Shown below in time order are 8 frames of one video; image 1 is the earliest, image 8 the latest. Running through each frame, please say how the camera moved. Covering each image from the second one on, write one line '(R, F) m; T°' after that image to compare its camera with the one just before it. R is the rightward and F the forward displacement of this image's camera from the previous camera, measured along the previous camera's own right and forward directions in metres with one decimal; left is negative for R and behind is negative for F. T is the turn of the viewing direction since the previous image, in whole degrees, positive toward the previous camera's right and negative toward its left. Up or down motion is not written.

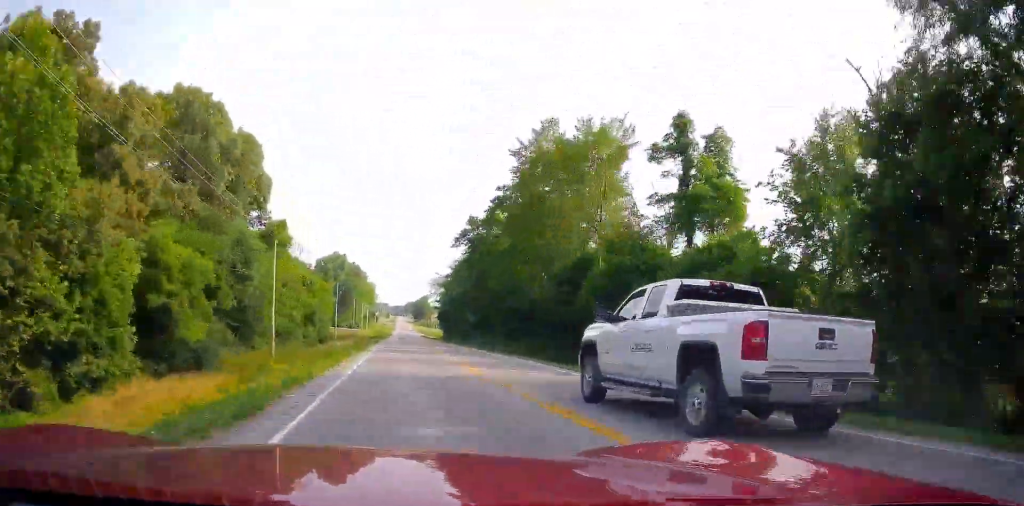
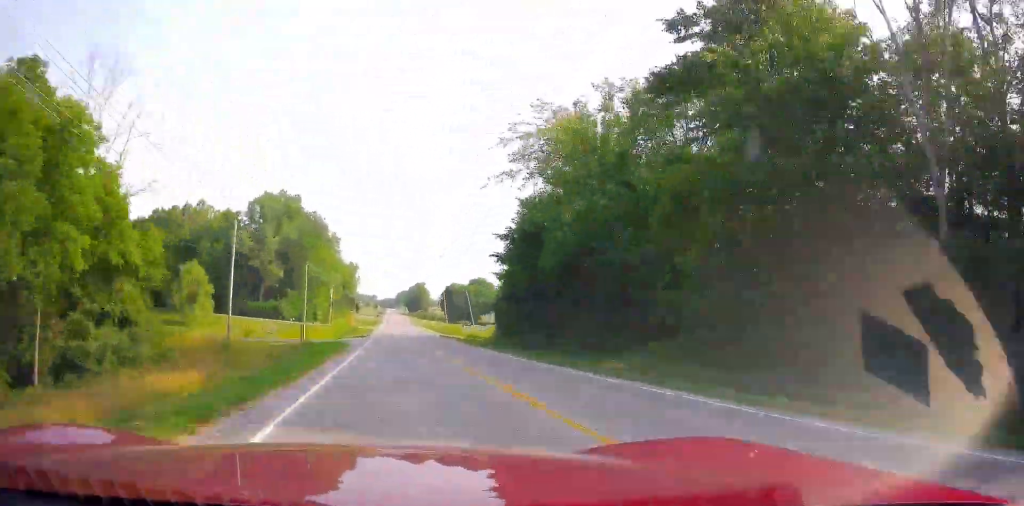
(+1.9, +91.0) m; +2°
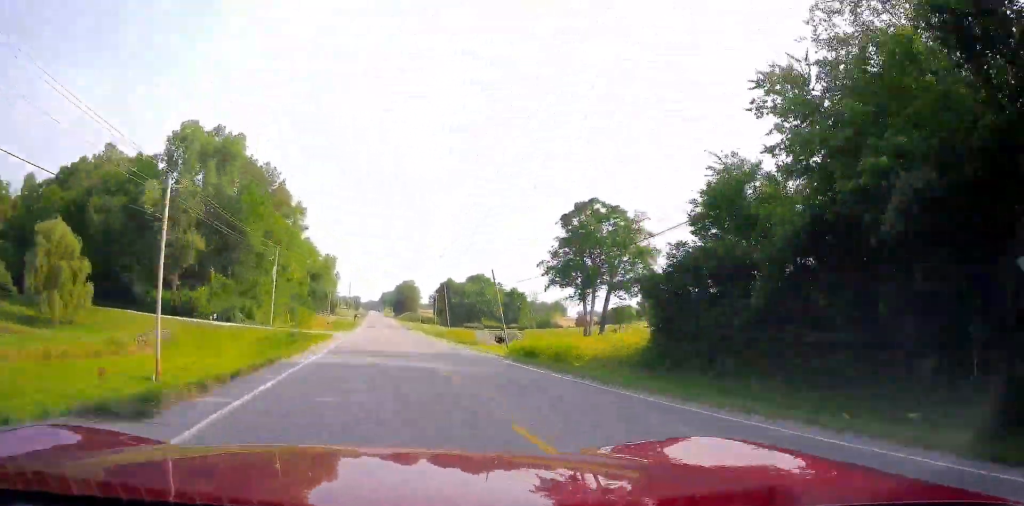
(+0.1, +44.1) m; 0°
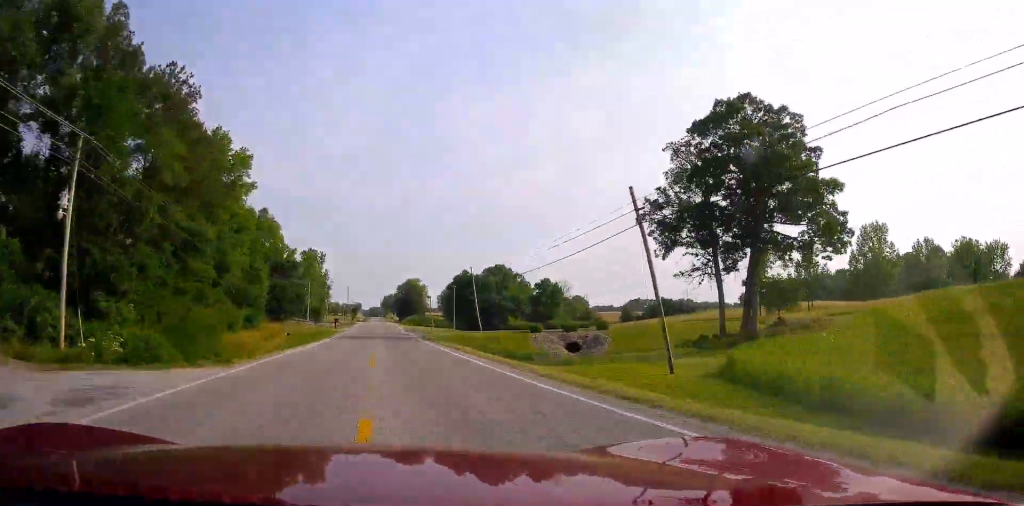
(-0.2, +44.9) m; 0°
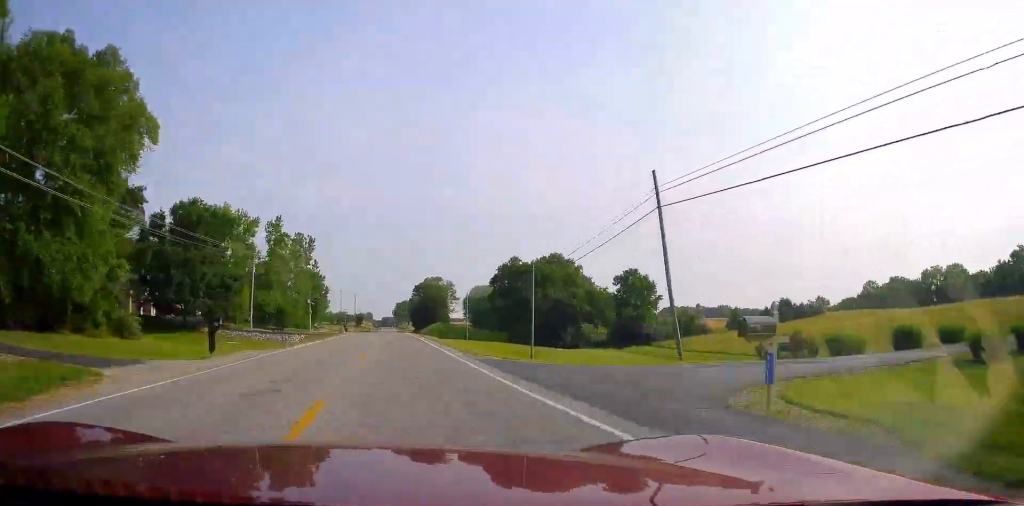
(+0.8, +59.2) m; 0°
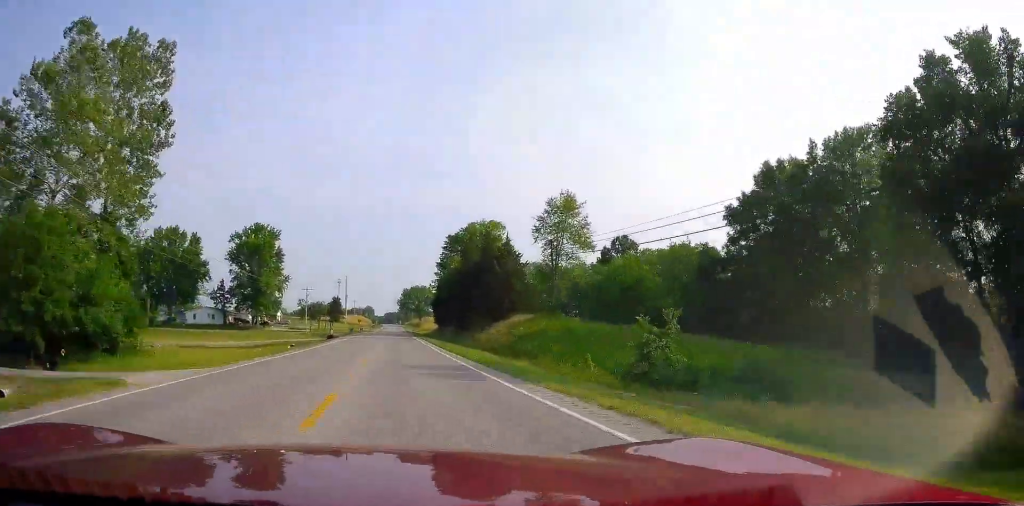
(-1.8, +107.2) m; -1°
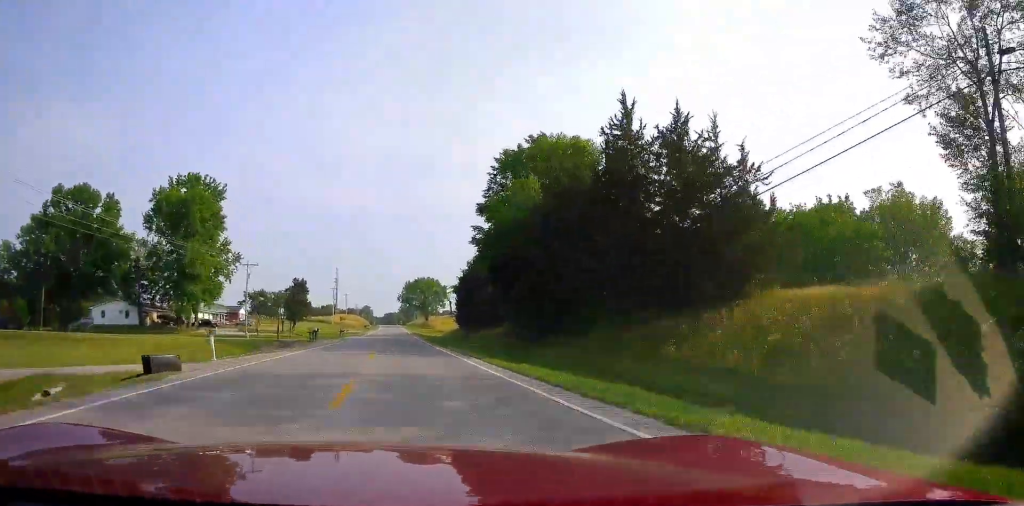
(-0.2, +47.4) m; 0°
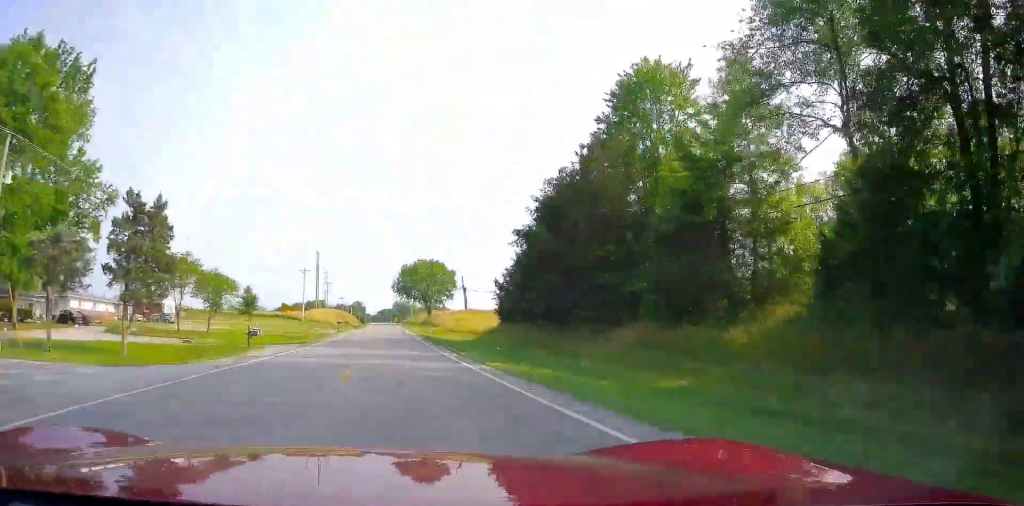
(-0.3, +46.1) m; 0°
